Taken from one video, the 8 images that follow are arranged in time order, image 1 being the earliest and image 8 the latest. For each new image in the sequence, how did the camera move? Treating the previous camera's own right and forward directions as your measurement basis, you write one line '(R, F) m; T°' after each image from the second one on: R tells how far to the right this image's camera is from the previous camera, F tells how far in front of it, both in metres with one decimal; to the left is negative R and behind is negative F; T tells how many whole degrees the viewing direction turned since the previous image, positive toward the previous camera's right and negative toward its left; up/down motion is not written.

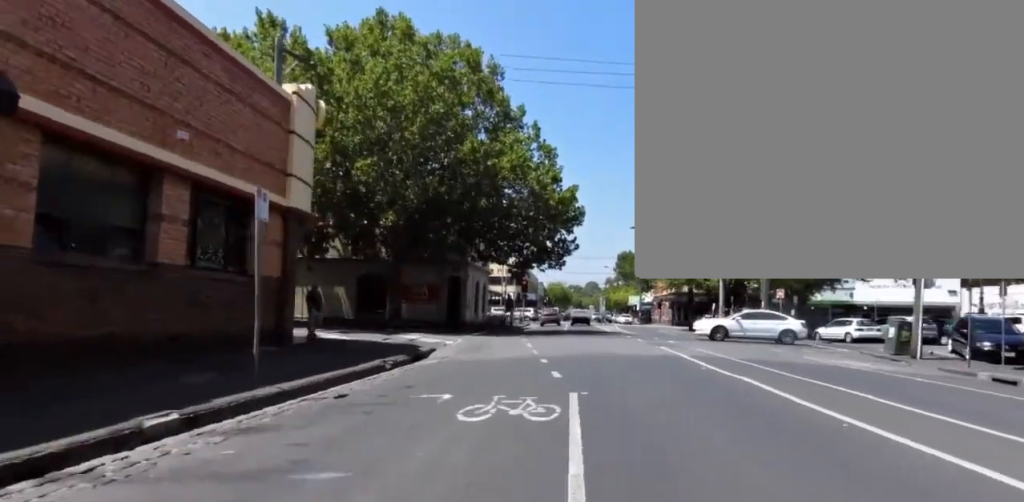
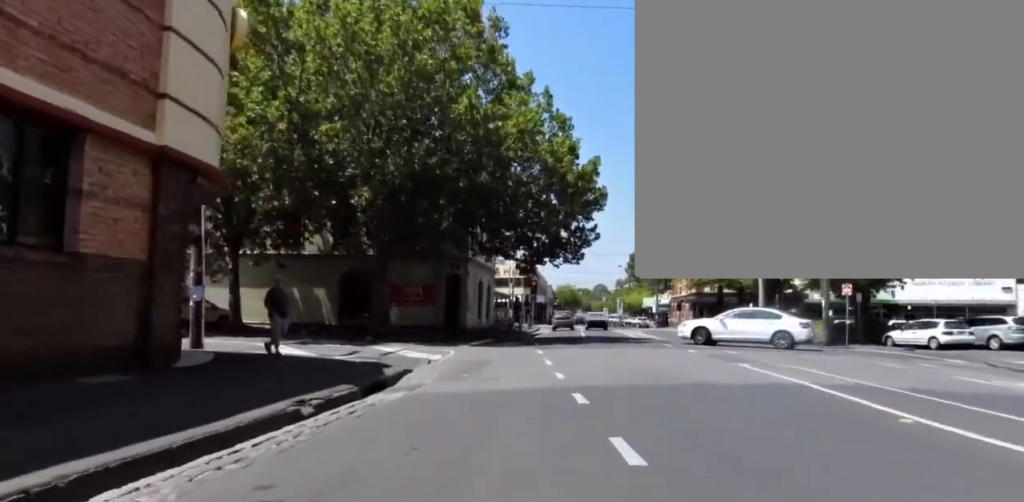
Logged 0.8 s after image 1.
(0.0, +5.4) m; 0°
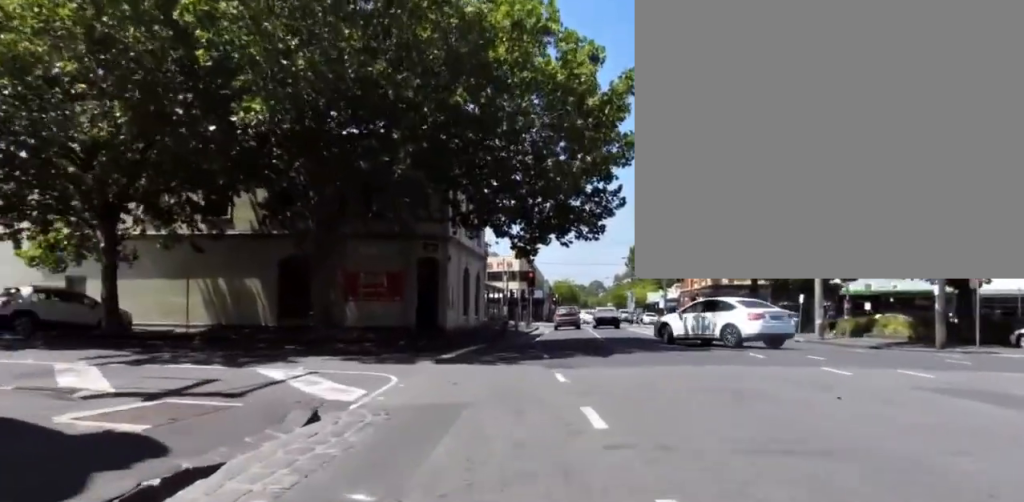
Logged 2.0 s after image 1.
(0.0, +7.8) m; 0°
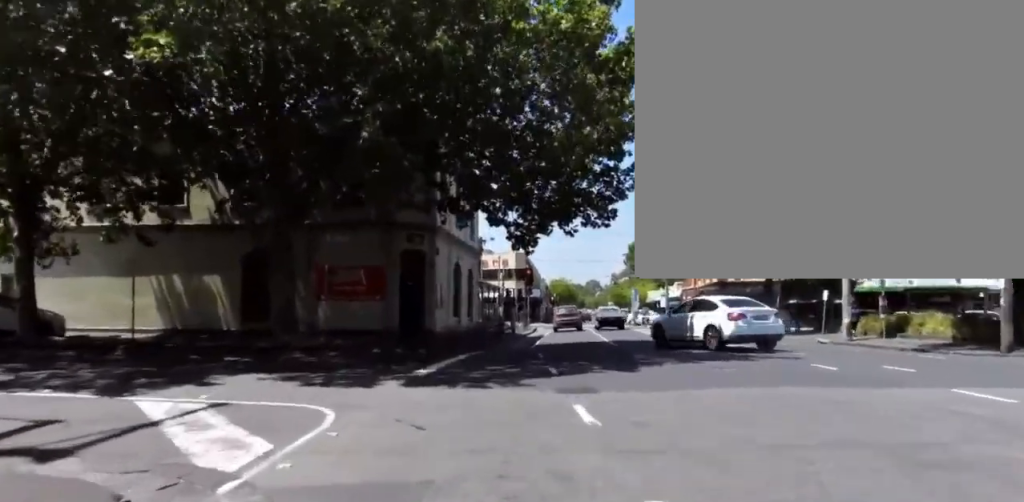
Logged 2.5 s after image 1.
(0.0, +3.0) m; +2°
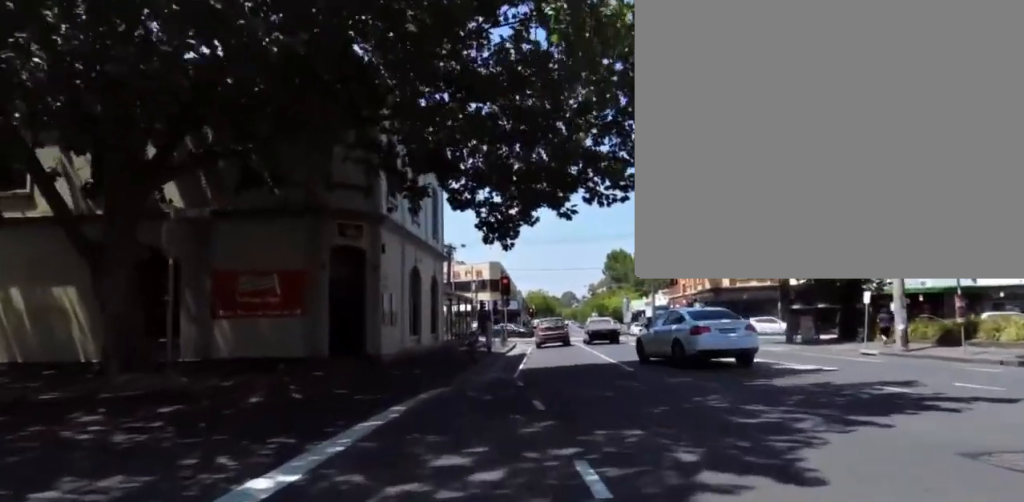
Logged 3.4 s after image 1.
(+0.1, +5.8) m; +6°
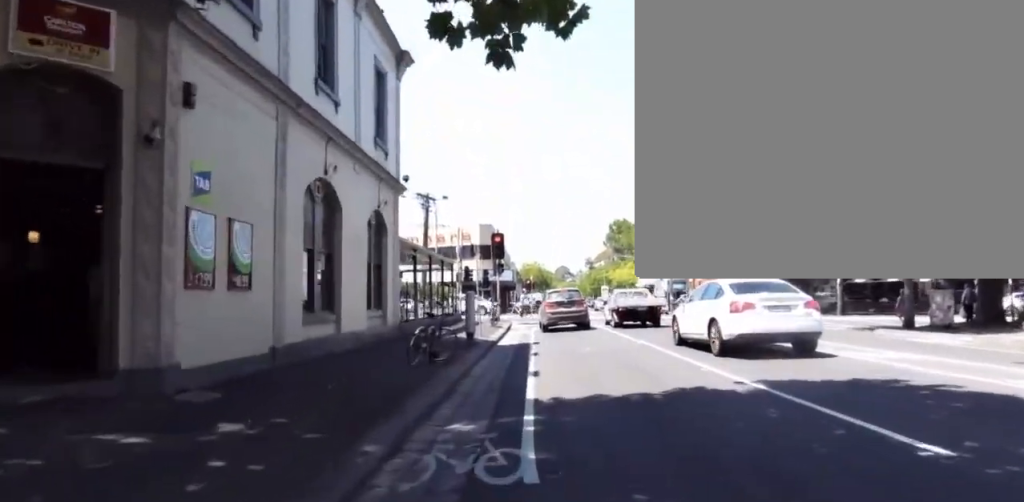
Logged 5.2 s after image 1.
(+0.6, +10.6) m; -15°
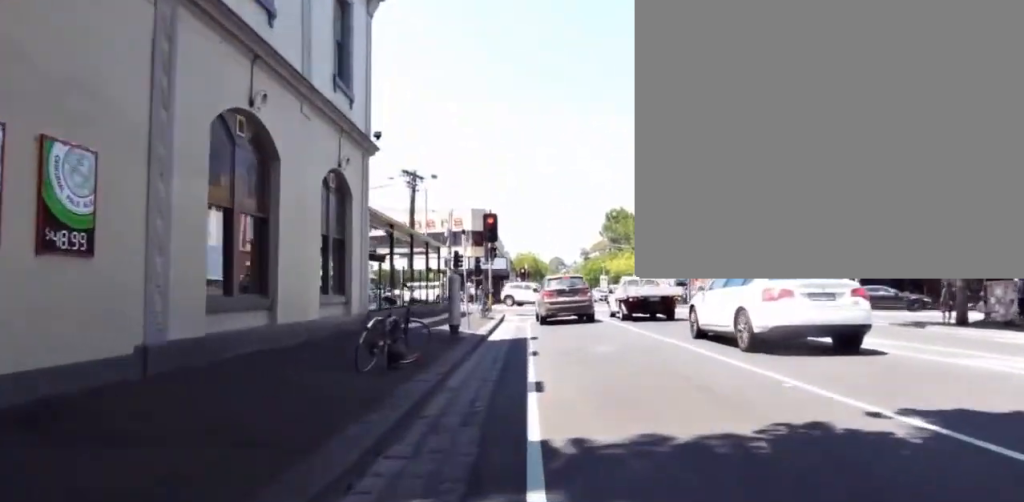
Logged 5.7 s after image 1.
(-0.8, +3.4) m; -3°
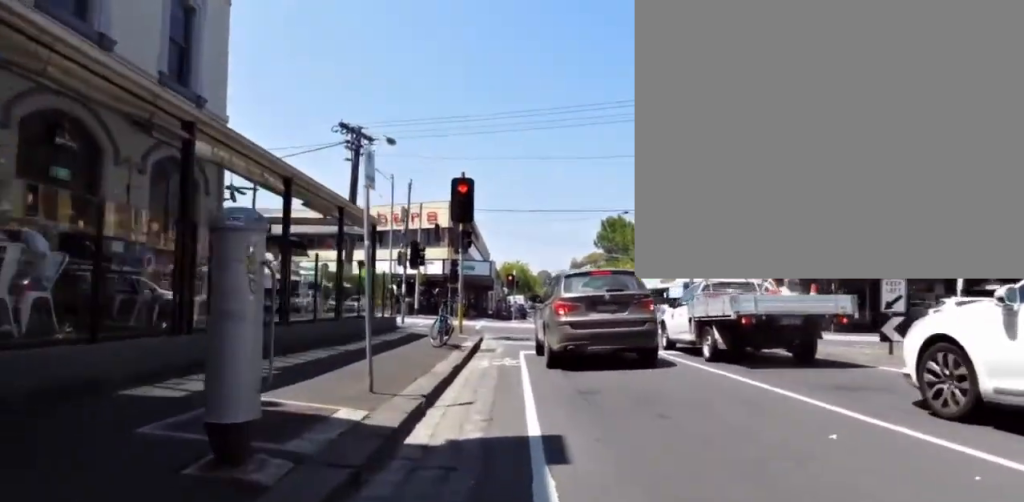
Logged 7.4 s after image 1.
(-0.4, +12.2) m; -1°
